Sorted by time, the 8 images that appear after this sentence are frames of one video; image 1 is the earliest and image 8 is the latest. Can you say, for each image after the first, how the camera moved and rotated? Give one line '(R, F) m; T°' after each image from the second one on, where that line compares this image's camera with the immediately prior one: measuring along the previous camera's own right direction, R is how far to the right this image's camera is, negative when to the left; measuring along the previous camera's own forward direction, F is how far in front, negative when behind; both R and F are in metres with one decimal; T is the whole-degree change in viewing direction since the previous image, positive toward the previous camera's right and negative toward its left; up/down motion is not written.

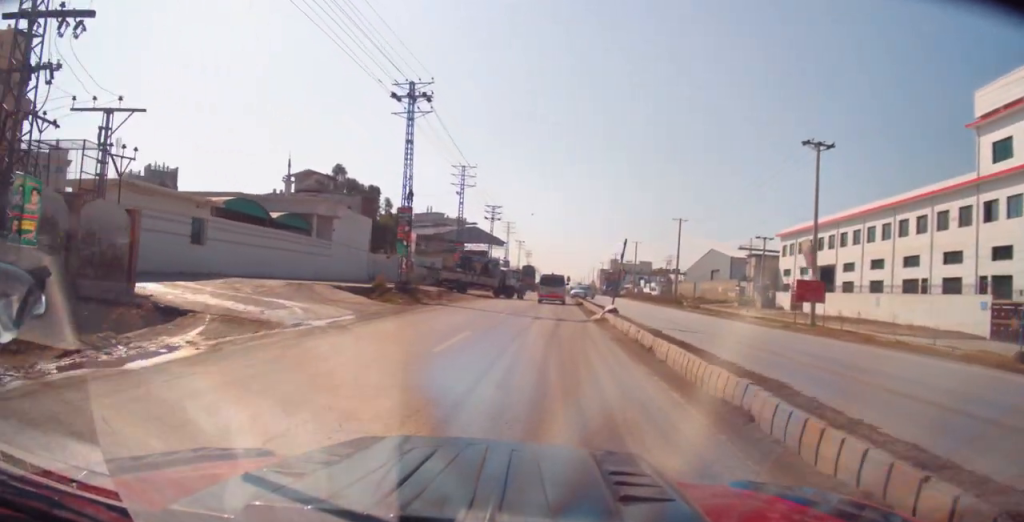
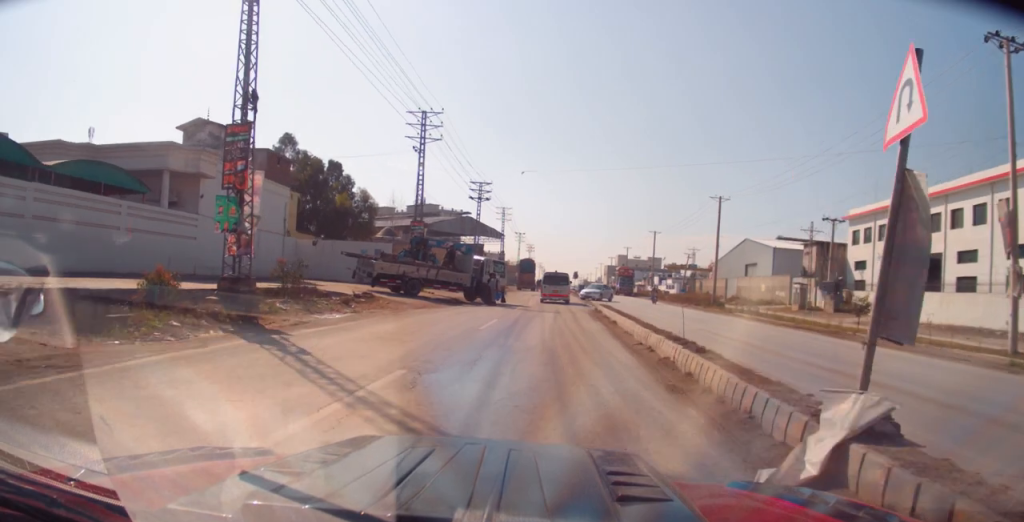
(-0.2, +19.0) m; -1°
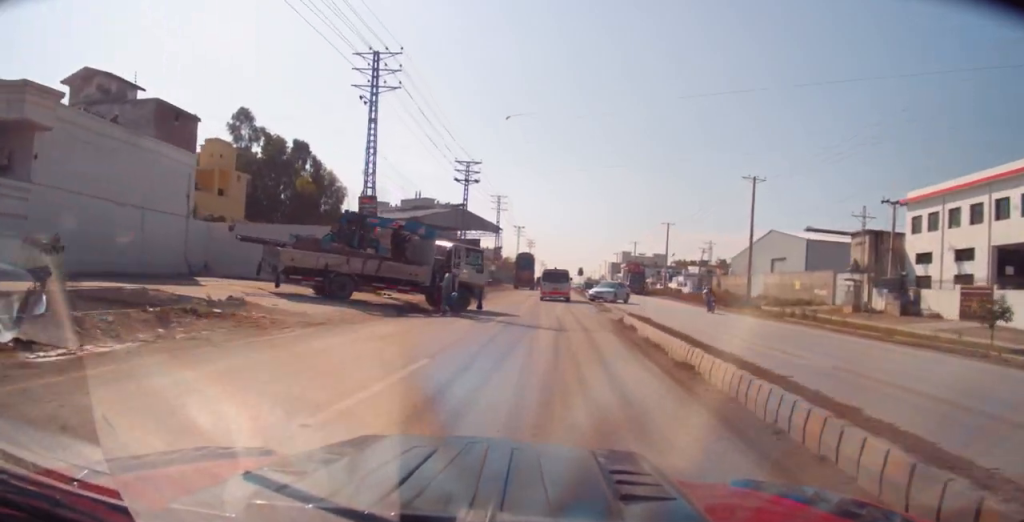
(-0.1, +11.2) m; +1°
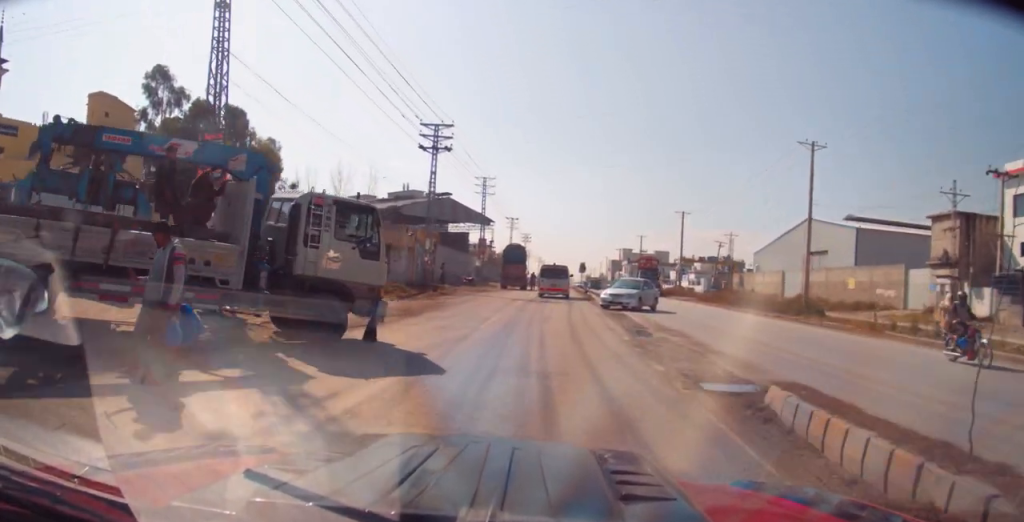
(+0.1, +14.1) m; +1°
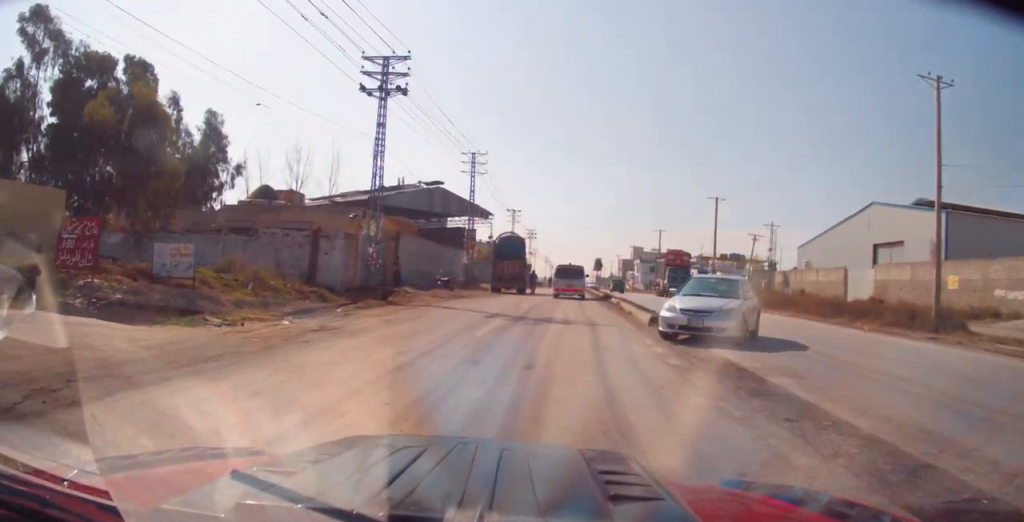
(+0.3, +14.6) m; 0°
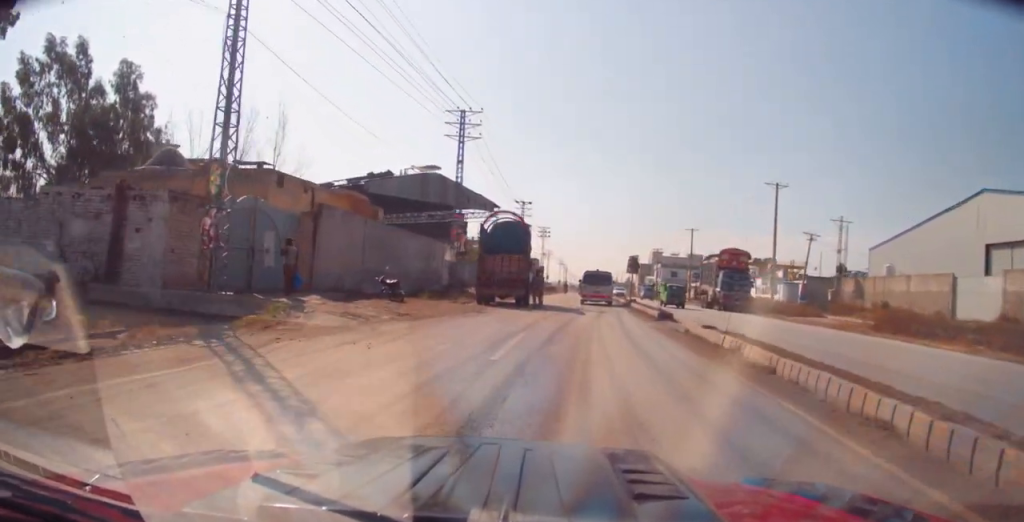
(-0.3, +16.0) m; -2°
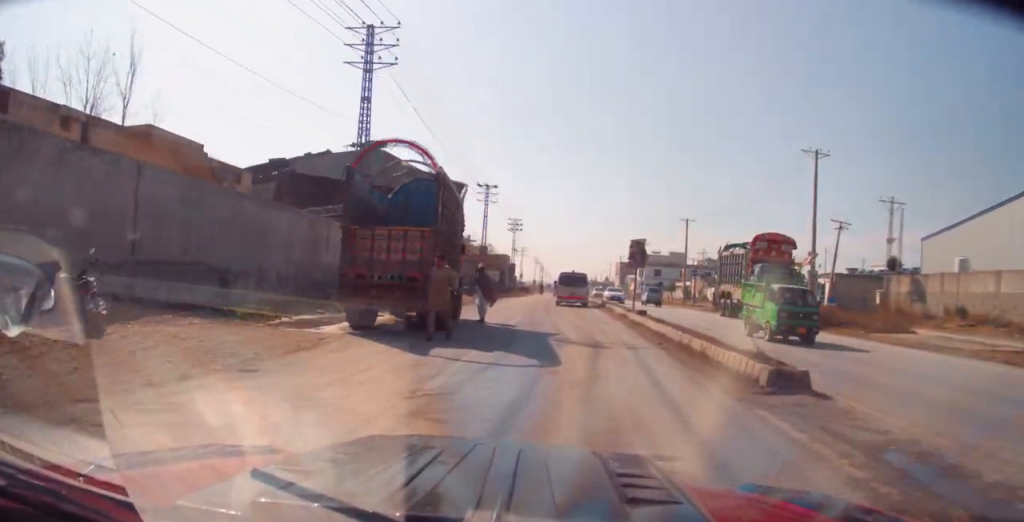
(-0.4, +14.6) m; +1°
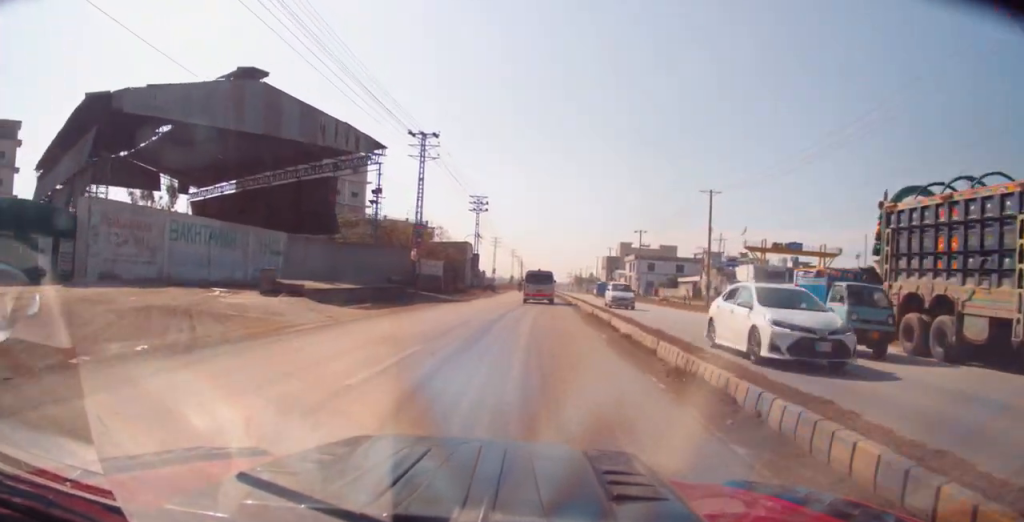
(+1.4, +24.1) m; +3°
